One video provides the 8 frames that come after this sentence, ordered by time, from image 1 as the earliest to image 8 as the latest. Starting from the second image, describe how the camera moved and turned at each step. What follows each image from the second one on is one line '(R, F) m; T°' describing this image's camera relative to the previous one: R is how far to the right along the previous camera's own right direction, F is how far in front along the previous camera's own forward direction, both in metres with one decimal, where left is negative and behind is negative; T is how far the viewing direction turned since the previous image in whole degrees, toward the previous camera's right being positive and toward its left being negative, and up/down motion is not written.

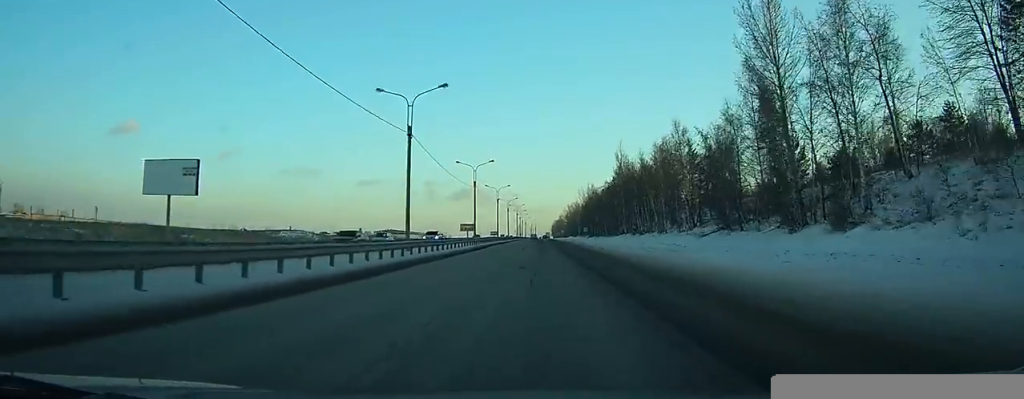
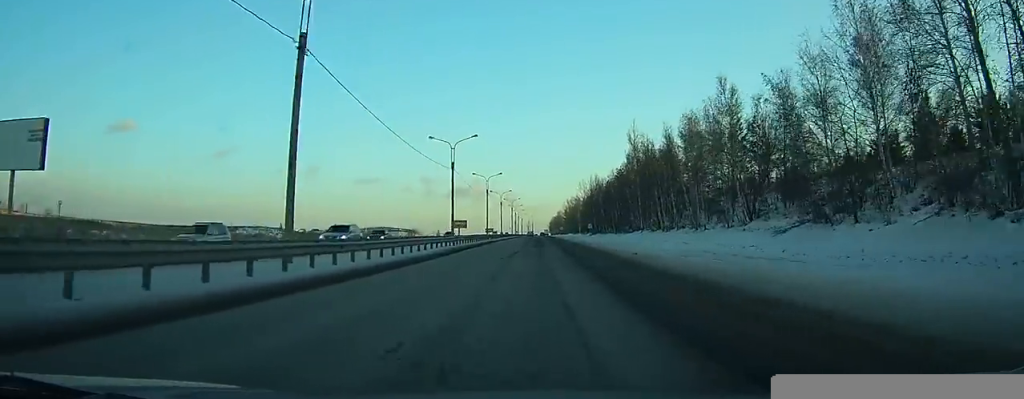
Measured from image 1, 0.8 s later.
(0.0, +18.1) m; 0°
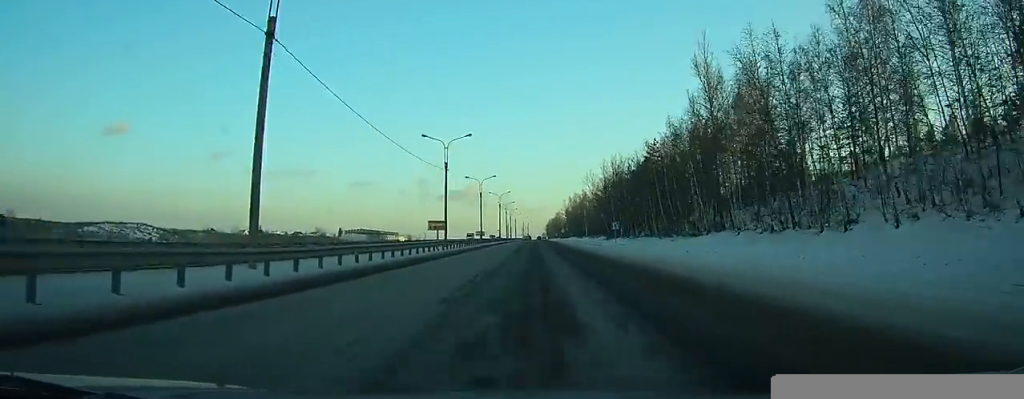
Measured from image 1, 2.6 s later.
(0.0, +41.2) m; 0°
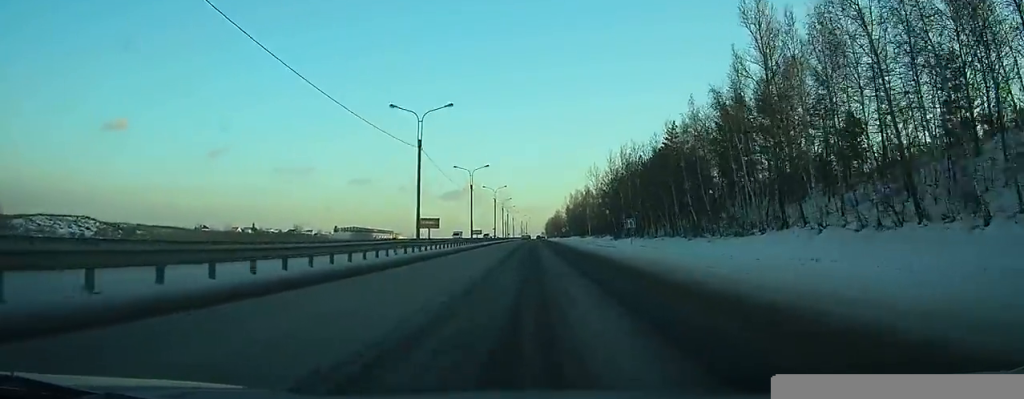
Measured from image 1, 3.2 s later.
(0.0, +12.7) m; 0°
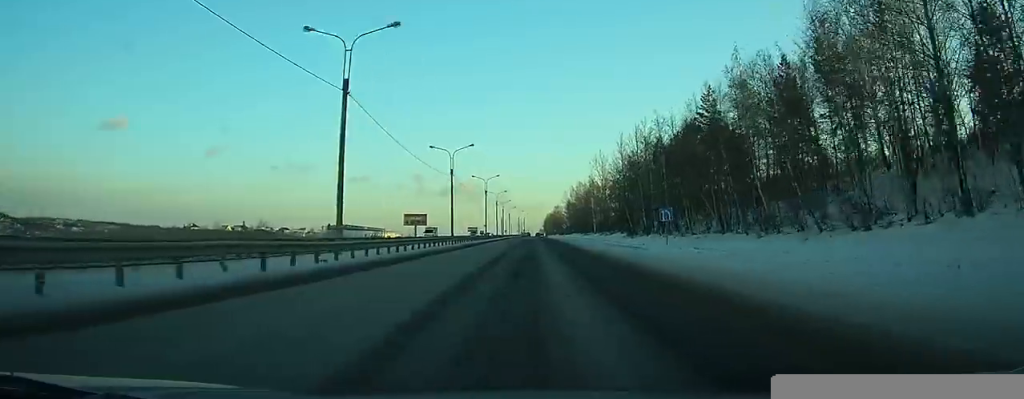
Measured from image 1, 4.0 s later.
(0.0, +17.1) m; 0°
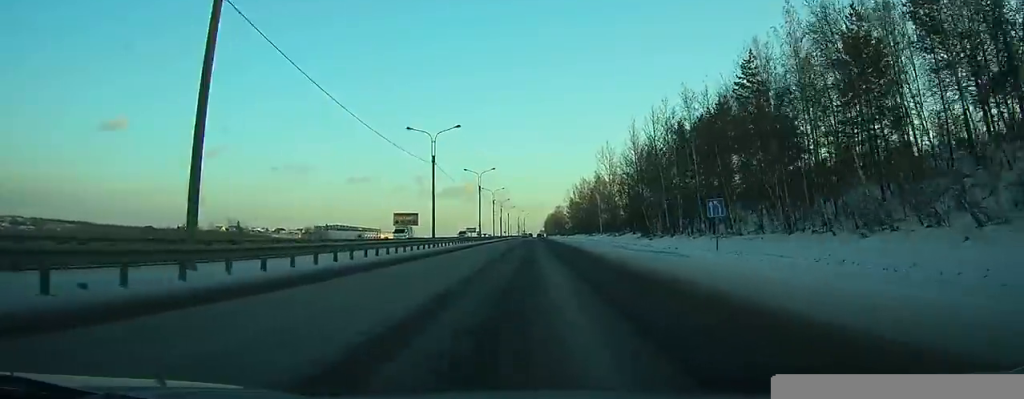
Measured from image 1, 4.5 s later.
(0.0, +11.9) m; 0°
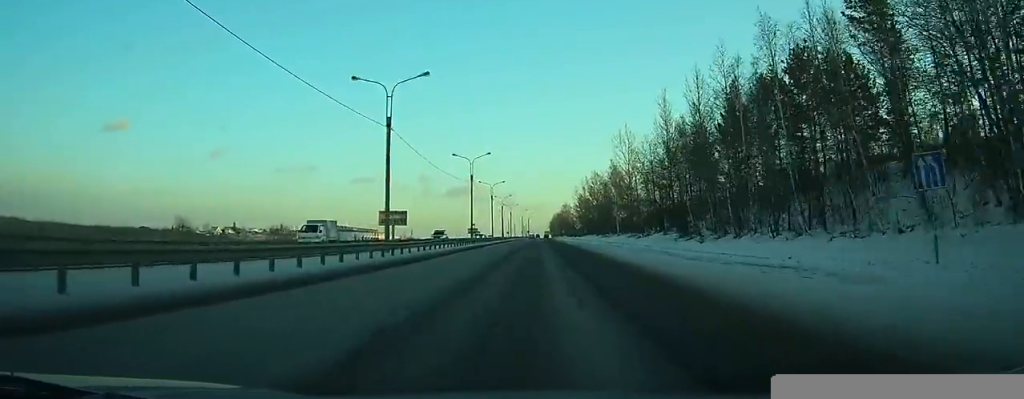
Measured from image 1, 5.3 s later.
(-0.1, +17.8) m; 0°
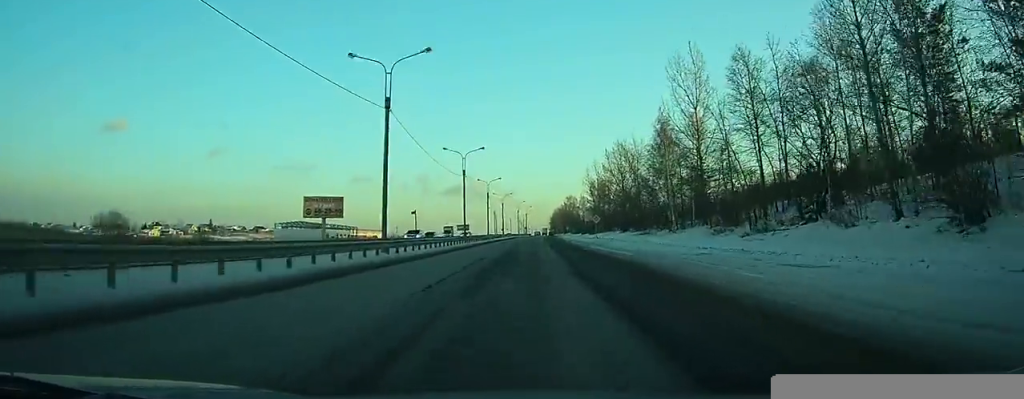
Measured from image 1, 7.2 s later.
(+0.2, +41.6) m; +1°
